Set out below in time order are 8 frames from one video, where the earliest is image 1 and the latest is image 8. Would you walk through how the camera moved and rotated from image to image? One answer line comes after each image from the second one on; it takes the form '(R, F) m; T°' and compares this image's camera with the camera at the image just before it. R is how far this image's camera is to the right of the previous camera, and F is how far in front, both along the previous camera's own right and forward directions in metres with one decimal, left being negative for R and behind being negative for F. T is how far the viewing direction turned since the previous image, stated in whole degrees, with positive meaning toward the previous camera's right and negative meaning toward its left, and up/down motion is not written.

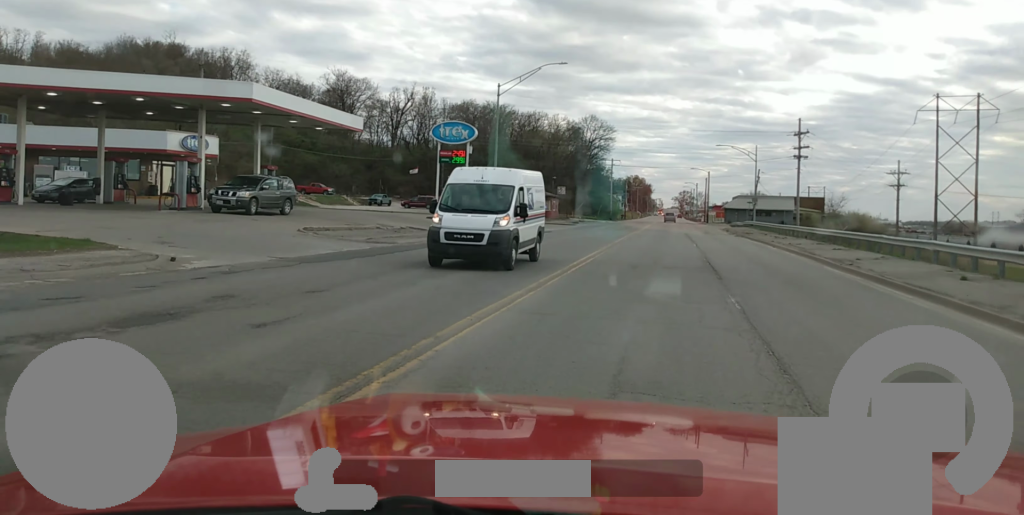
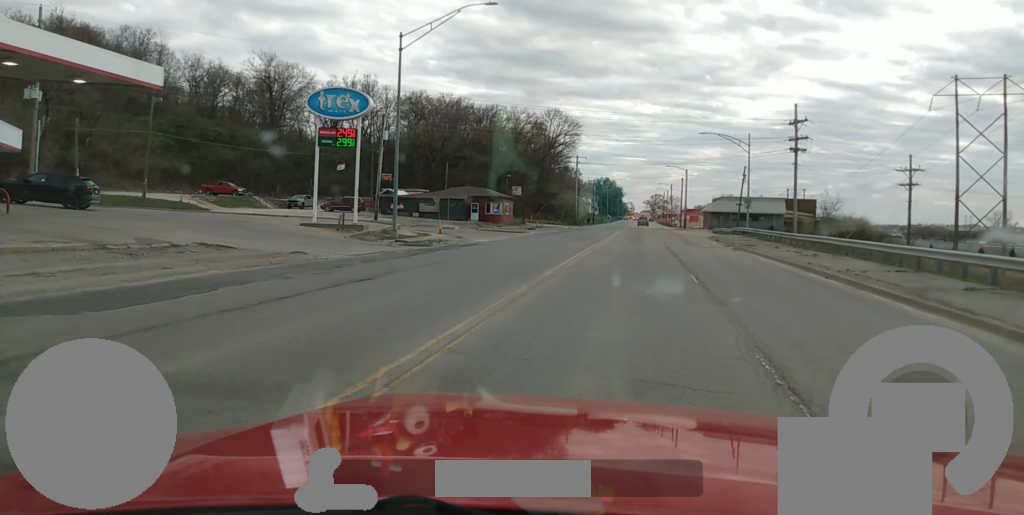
(+0.9, +17.7) m; +3°
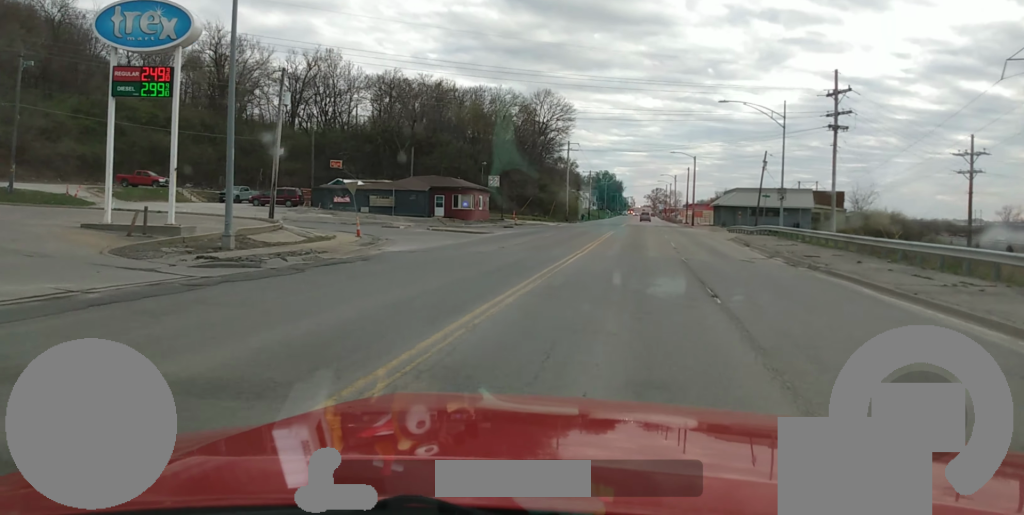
(0.0, +17.5) m; 0°
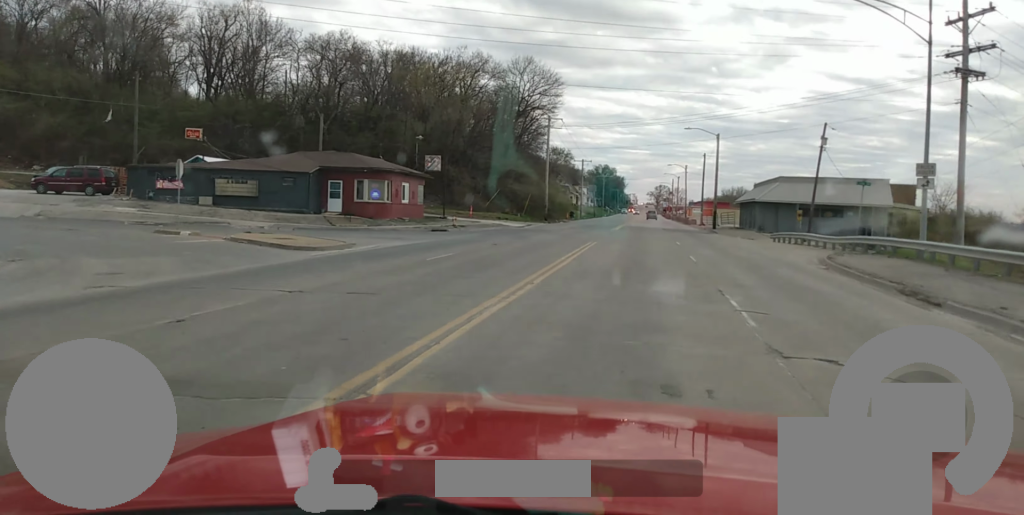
(0.0, +25.9) m; 0°
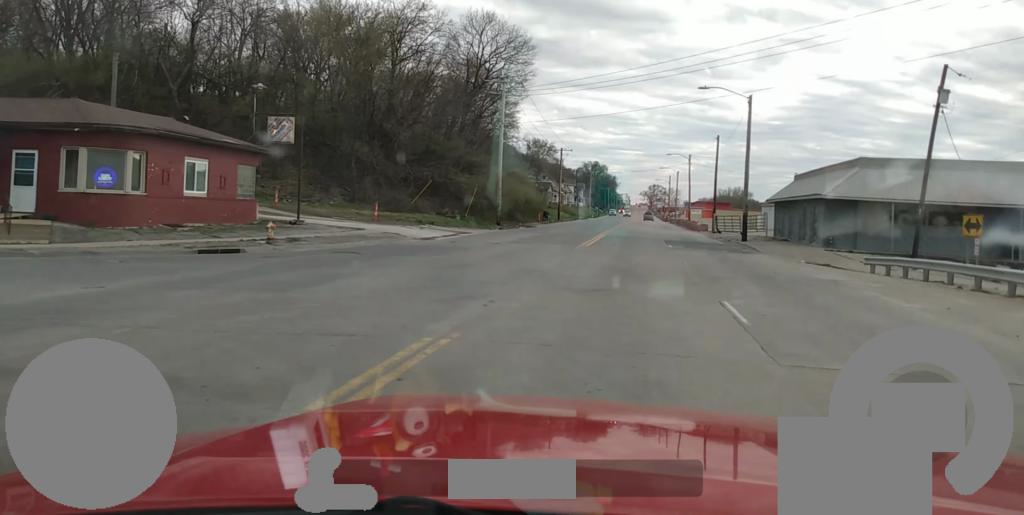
(+0.1, +25.4) m; 0°
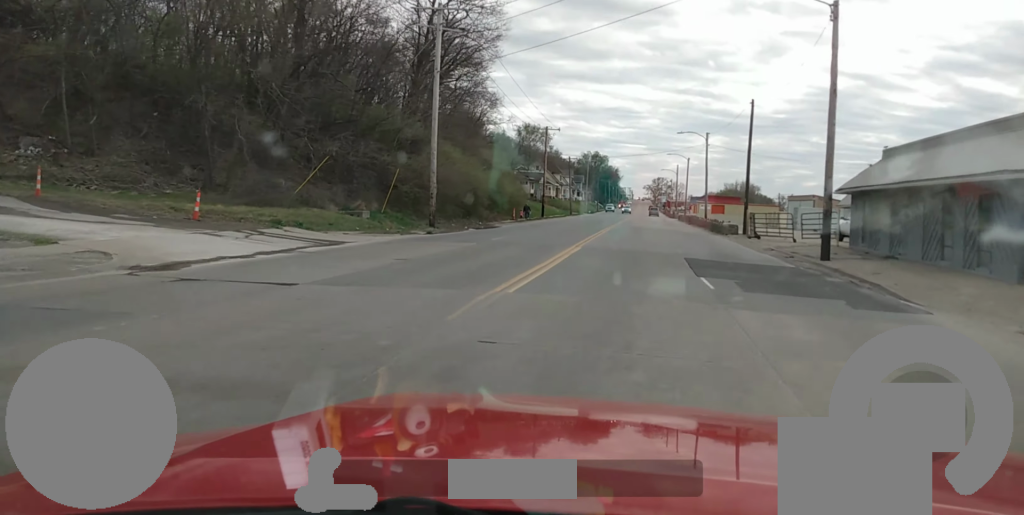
(-0.1, +20.7) m; +1°
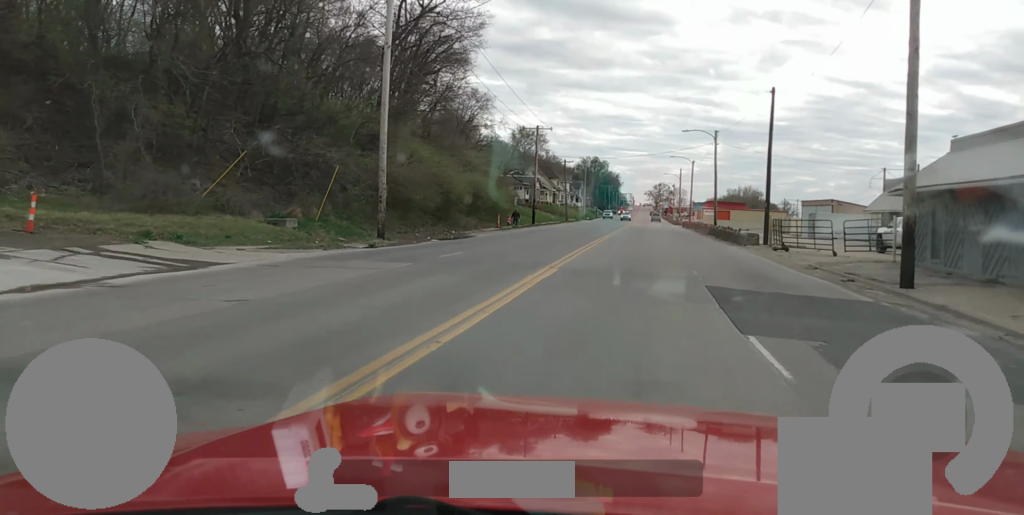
(0.0, +8.6) m; +1°
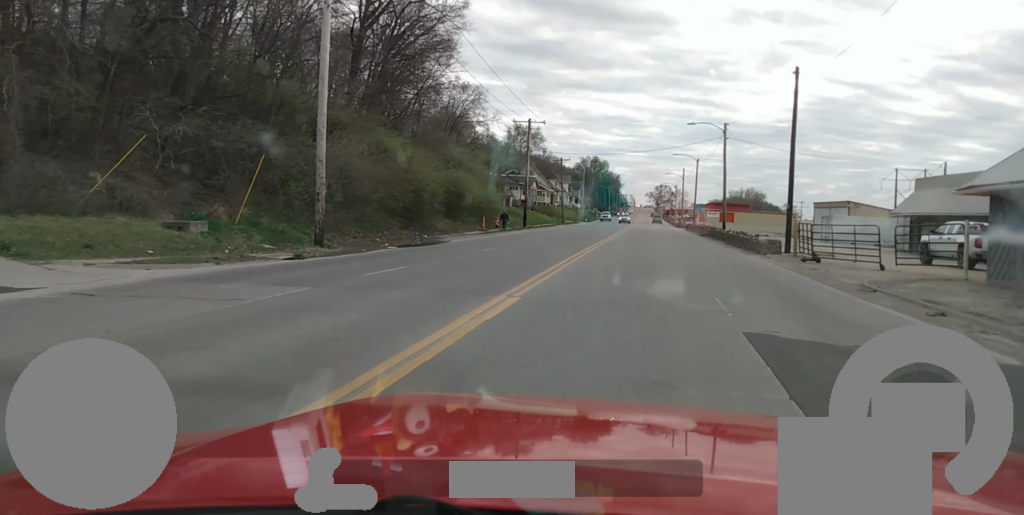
(+0.1, +6.8) m; 0°
